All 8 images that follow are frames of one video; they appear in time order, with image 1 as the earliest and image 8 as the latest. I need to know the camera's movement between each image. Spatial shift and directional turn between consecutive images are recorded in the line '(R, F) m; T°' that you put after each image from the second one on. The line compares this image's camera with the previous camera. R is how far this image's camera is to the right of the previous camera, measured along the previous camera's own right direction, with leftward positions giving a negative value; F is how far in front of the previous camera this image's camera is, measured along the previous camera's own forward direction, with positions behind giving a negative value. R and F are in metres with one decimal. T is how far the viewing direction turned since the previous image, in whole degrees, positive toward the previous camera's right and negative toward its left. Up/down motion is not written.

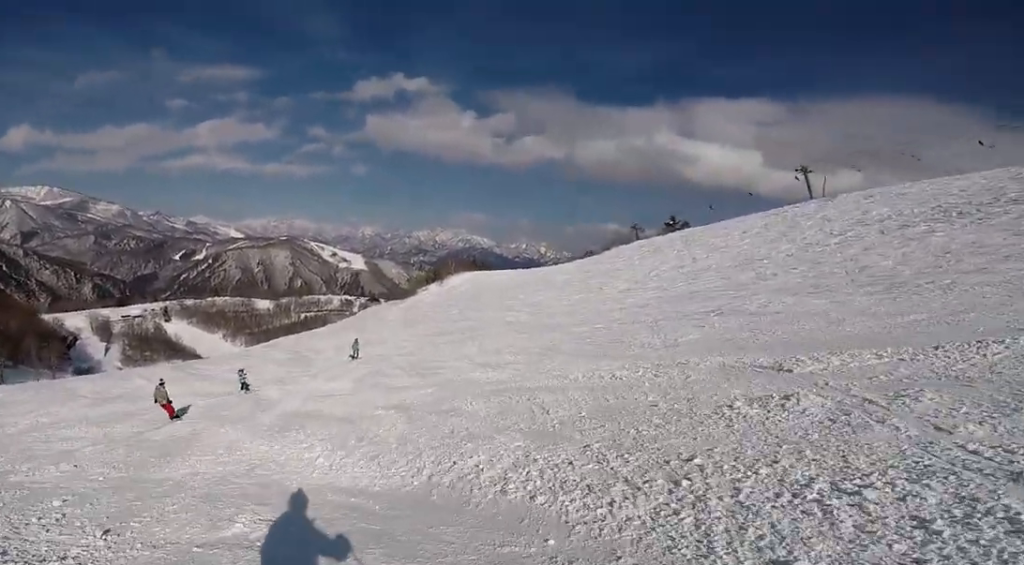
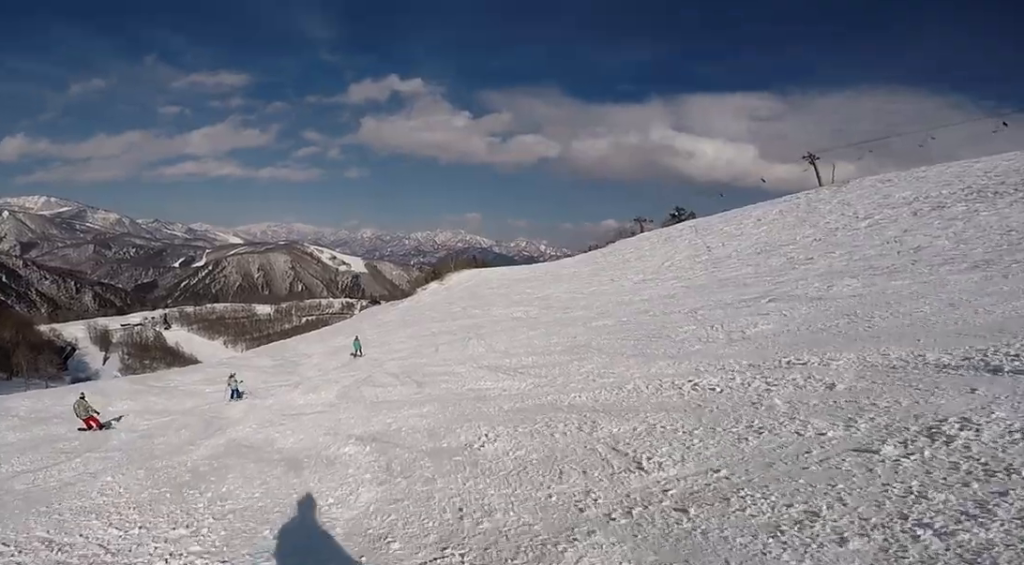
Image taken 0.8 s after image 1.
(-0.2, +4.8) m; -6°
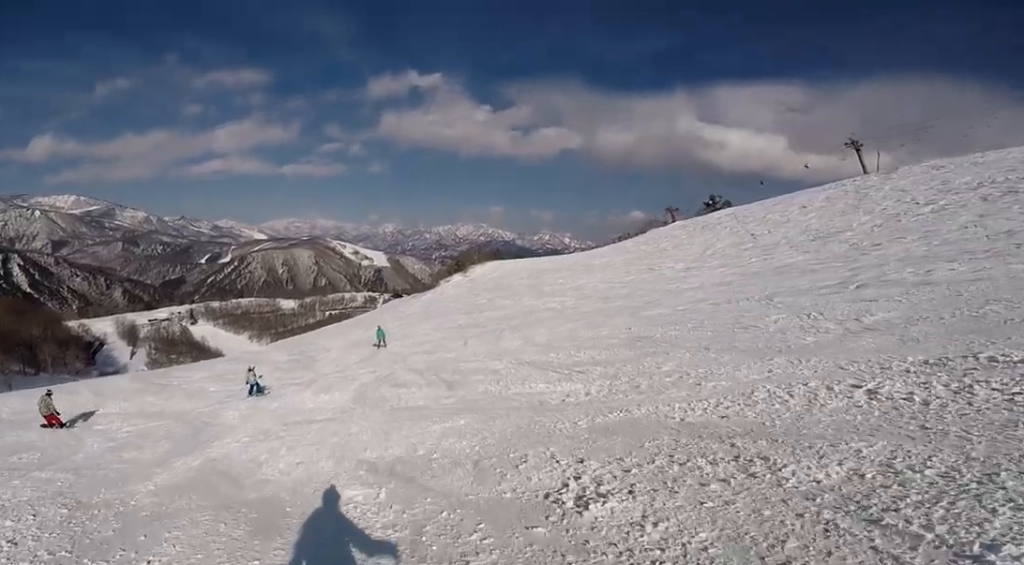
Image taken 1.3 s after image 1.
(+0.1, +2.8) m; -4°
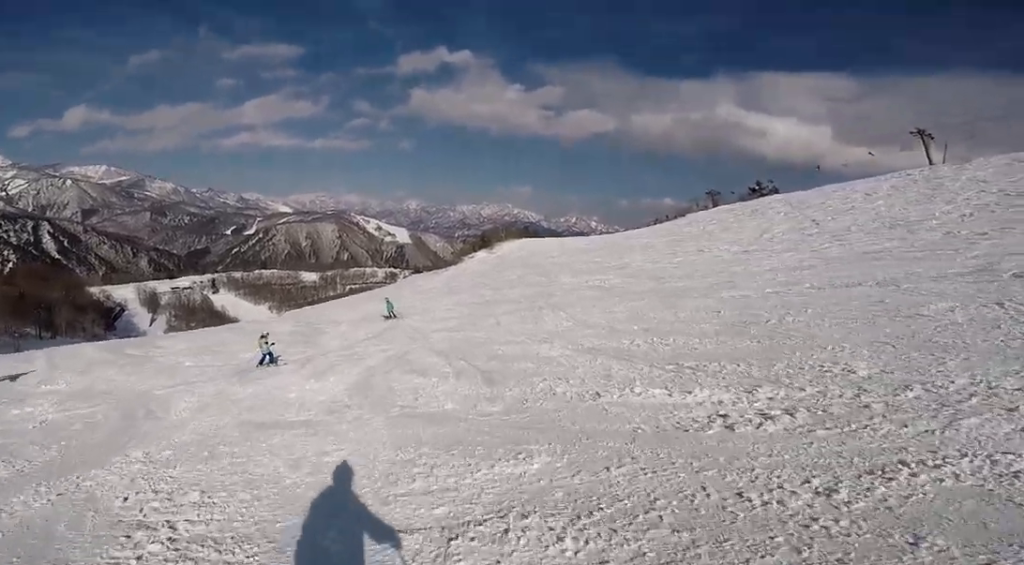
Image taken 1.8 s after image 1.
(-0.5, +3.9) m; +4°
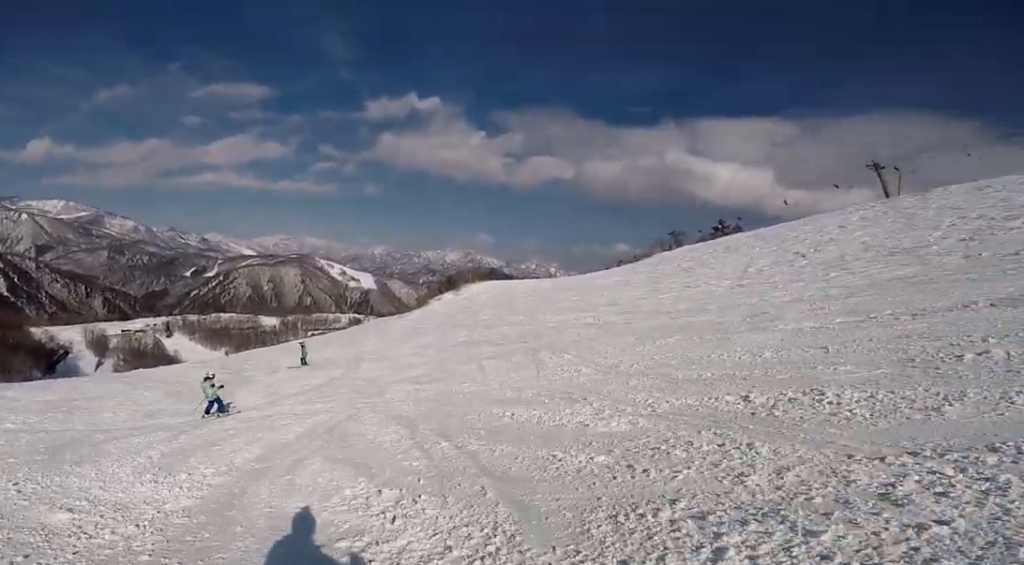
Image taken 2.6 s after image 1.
(+0.3, +5.2) m; +7°
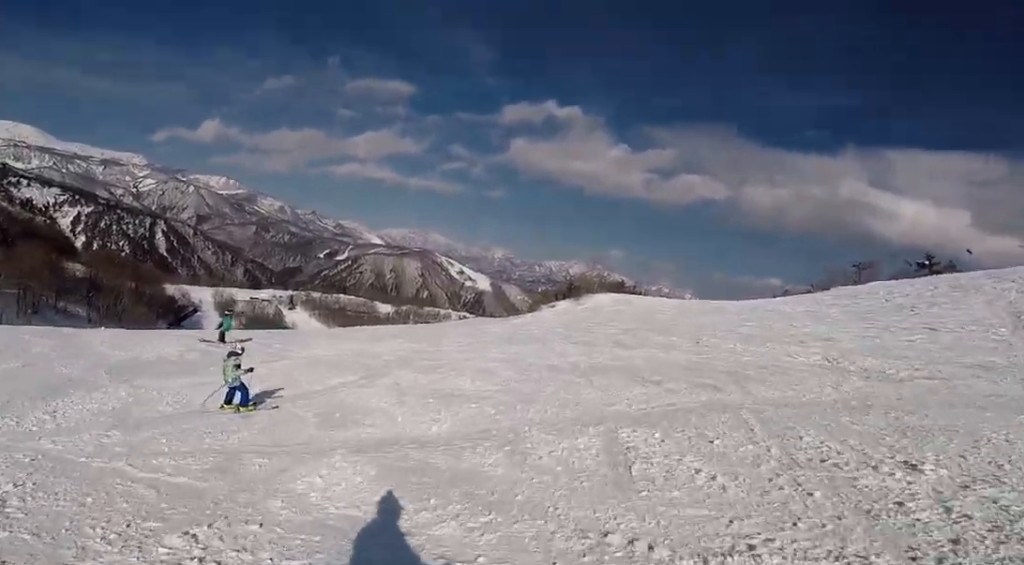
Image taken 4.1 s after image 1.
(+0.9, +10.1) m; +2°
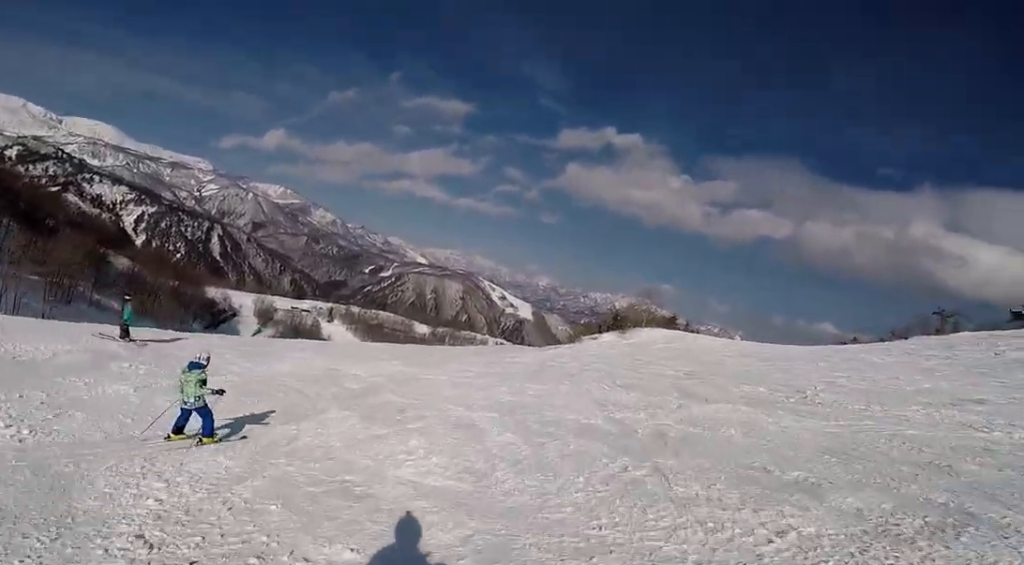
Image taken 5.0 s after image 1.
(-0.1, +5.3) m; -10°
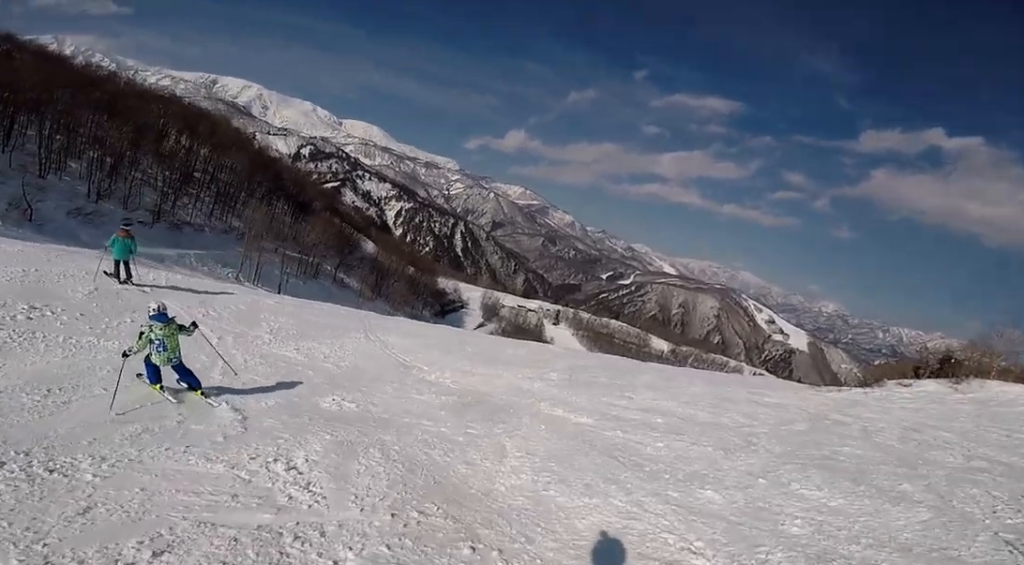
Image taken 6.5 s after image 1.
(-2.0, +6.6) m; -42°
